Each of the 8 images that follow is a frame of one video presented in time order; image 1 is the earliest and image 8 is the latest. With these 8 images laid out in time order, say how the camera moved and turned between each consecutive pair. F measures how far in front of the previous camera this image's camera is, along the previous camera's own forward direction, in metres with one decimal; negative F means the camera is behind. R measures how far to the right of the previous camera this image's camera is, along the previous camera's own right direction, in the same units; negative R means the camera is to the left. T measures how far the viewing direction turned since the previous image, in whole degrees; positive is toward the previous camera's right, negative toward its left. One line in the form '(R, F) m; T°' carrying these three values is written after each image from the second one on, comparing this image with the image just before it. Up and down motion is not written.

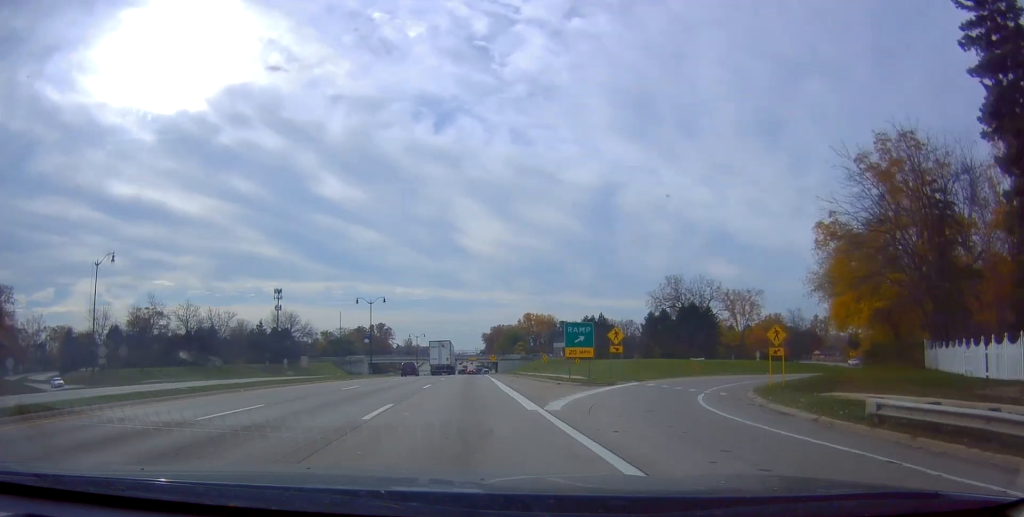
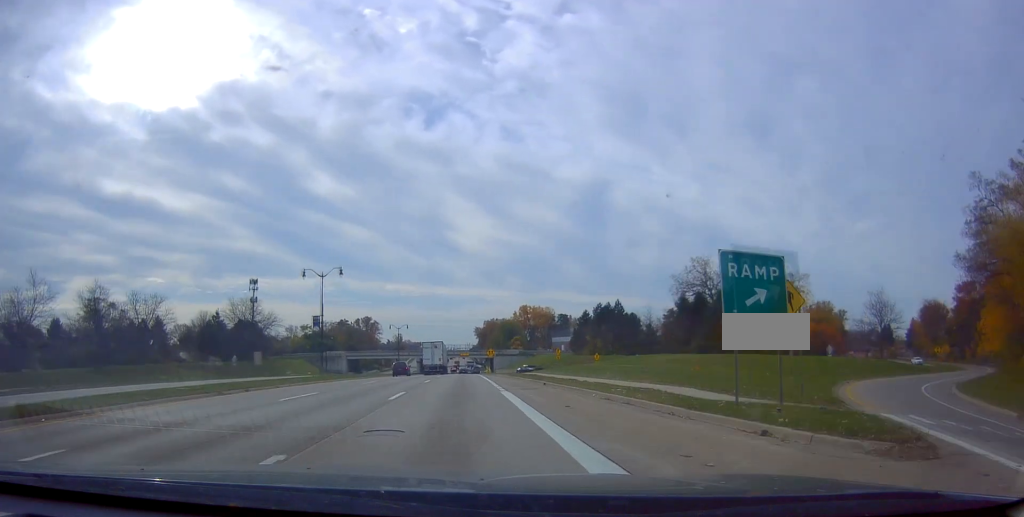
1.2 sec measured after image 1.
(+0.2, +24.1) m; +1°
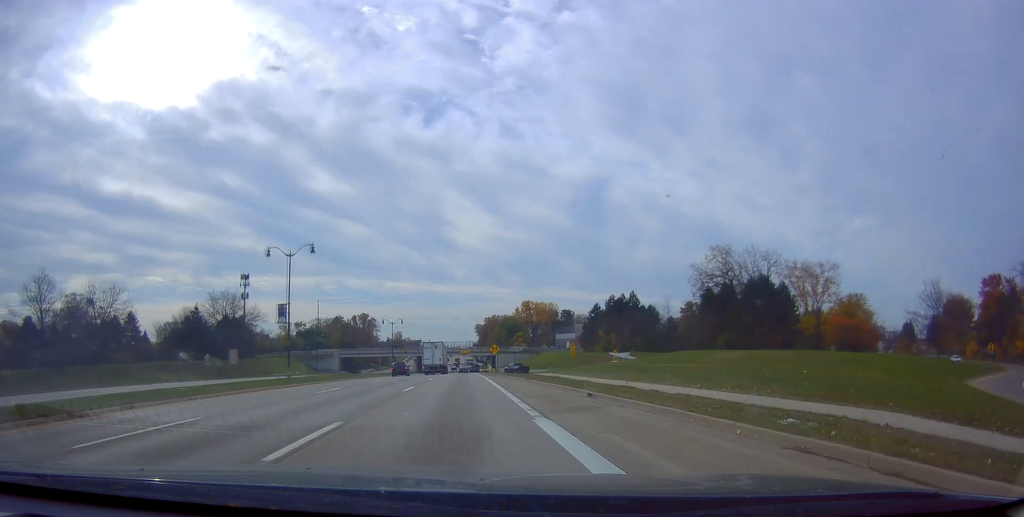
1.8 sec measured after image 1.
(0.0, +11.2) m; 0°
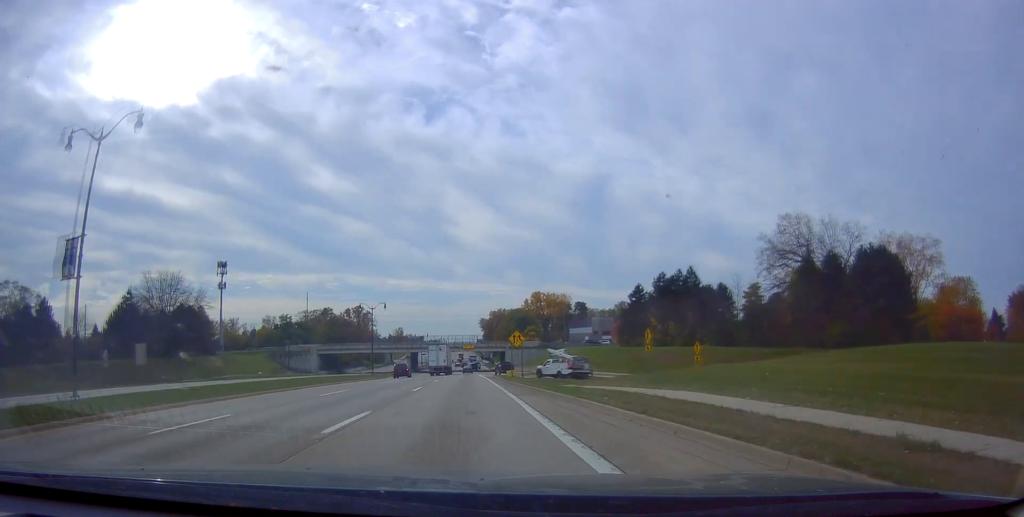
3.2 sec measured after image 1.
(+0.4, +28.7) m; -1°
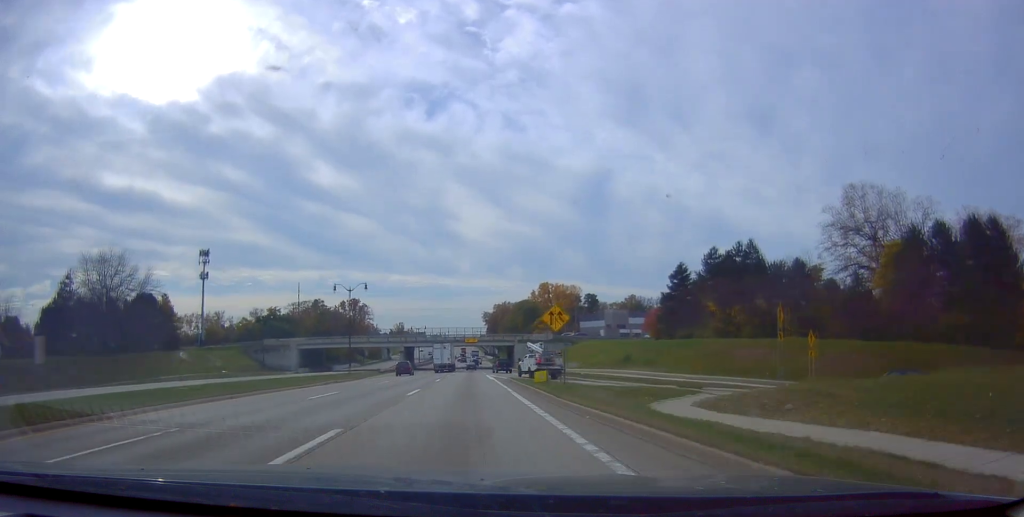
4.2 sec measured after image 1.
(-0.6, +18.9) m; -2°
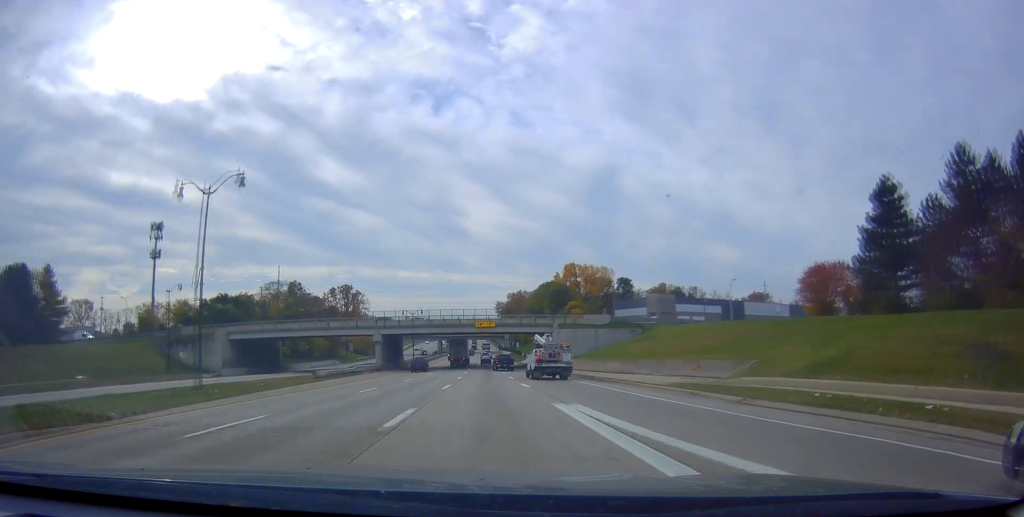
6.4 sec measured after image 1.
(+0.8, +42.2) m; +3°
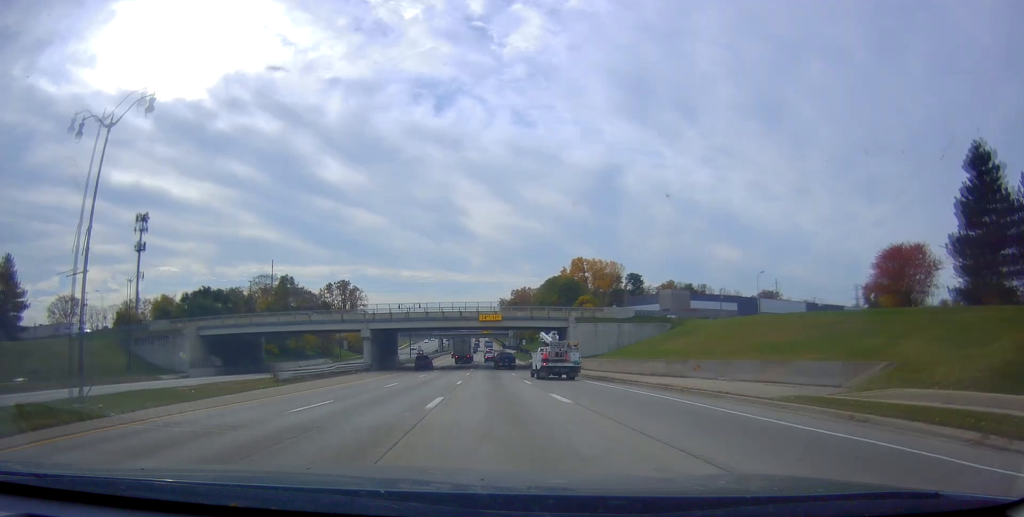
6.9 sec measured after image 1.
(-0.1, +10.4) m; -1°
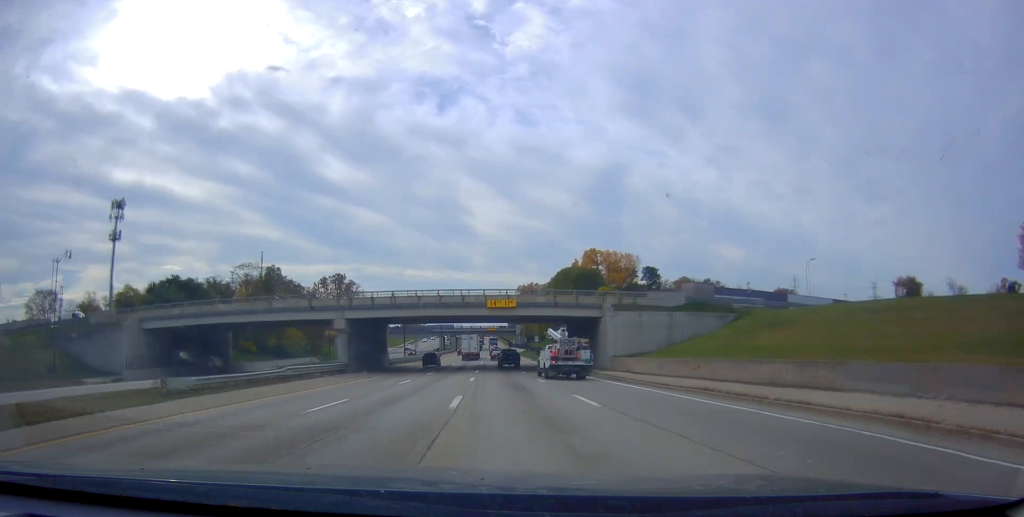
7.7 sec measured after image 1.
(-0.2, +15.2) m; -2°
